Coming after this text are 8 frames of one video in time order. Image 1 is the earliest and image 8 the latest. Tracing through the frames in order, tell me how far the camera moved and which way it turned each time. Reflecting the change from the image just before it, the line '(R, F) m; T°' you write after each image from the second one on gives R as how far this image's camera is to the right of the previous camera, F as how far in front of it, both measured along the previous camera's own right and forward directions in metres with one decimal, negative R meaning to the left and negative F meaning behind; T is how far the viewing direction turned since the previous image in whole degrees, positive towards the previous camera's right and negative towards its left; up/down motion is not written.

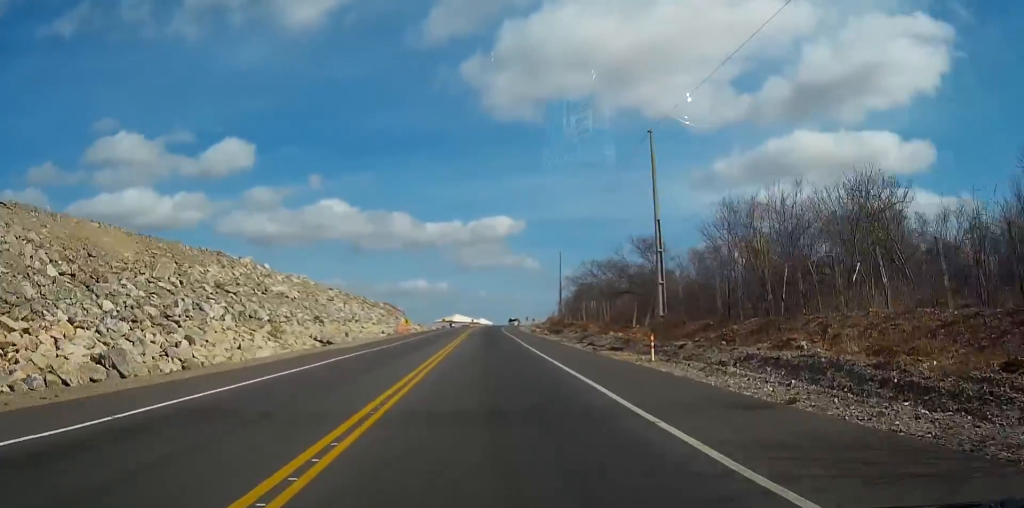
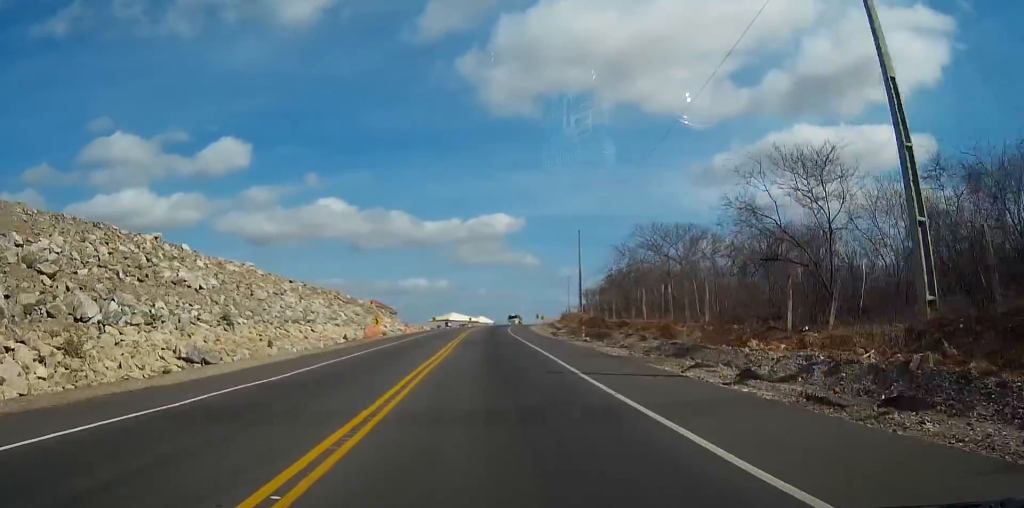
(0.0, +22.5) m; 0°
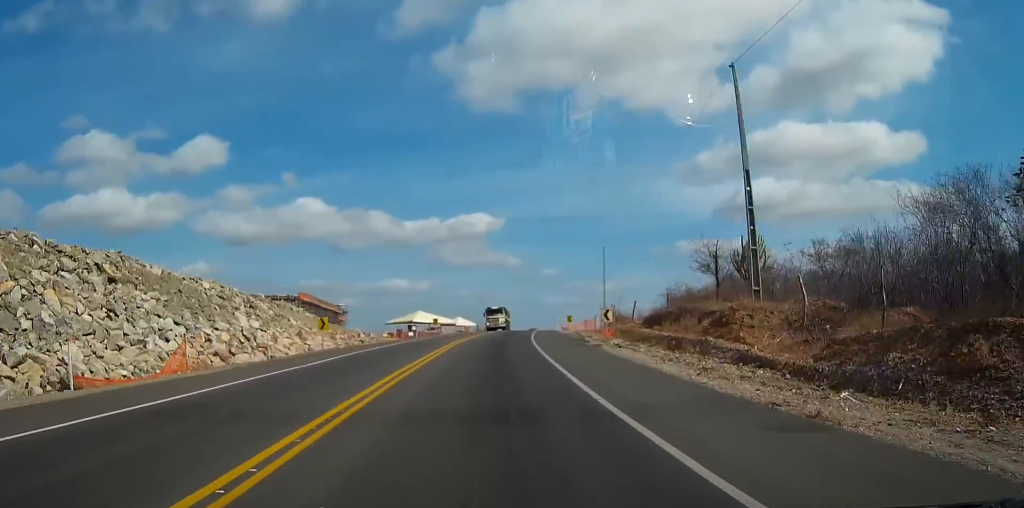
(+0.1, +59.3) m; +1°
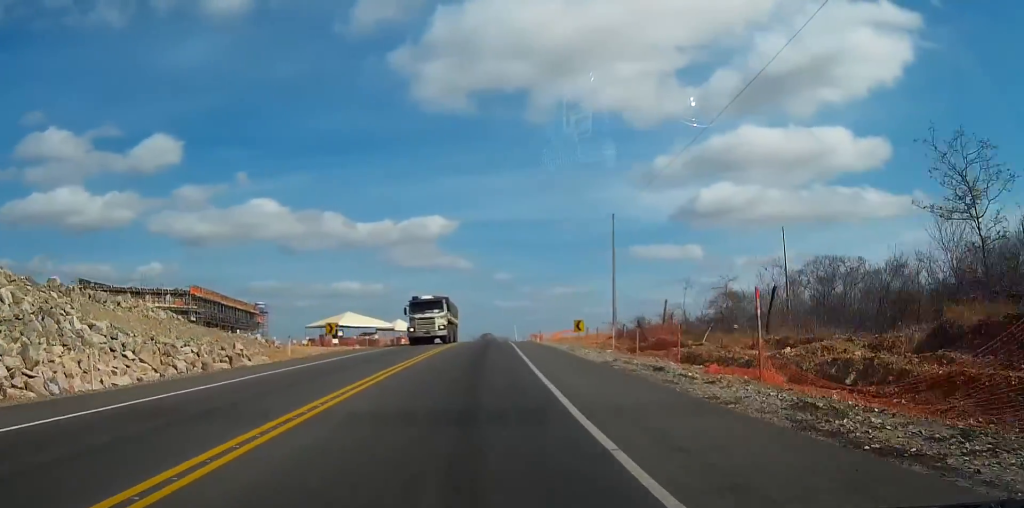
(+0.7, +31.7) m; +3°
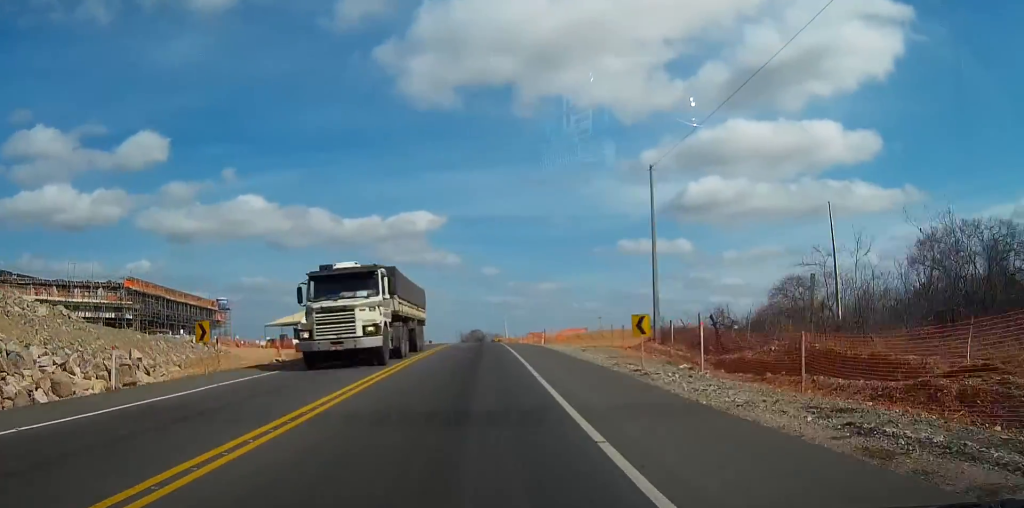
(+0.2, +16.5) m; +1°
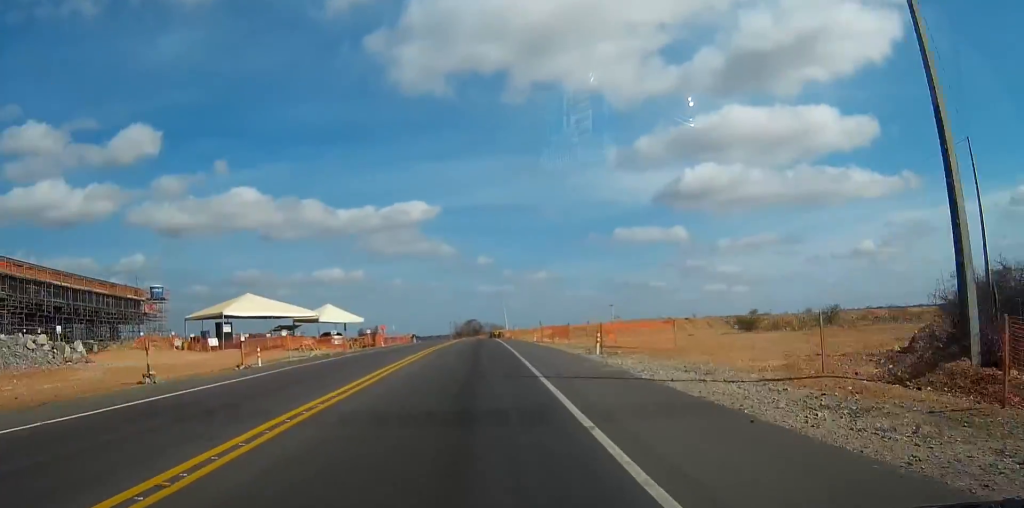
(+0.4, +27.1) m; +1°
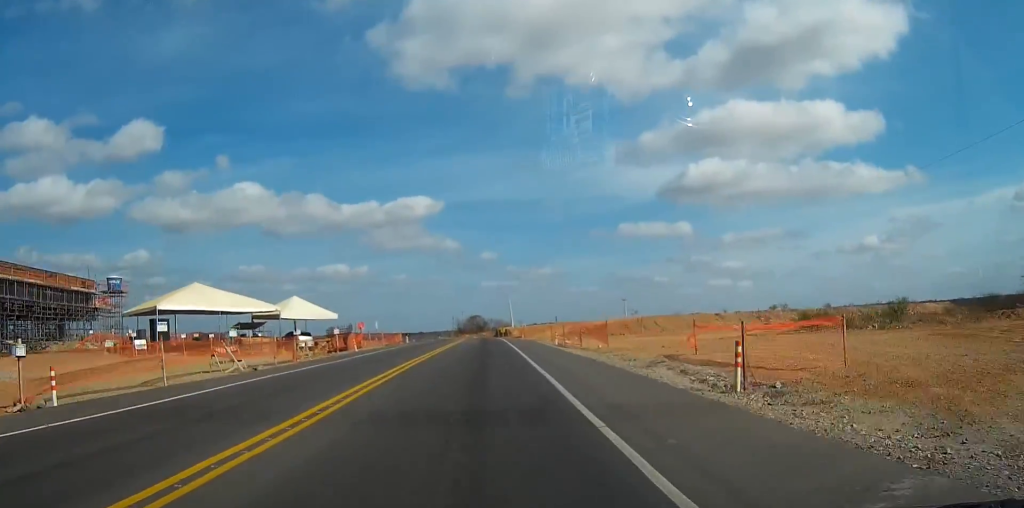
(0.0, +14.8) m; 0°
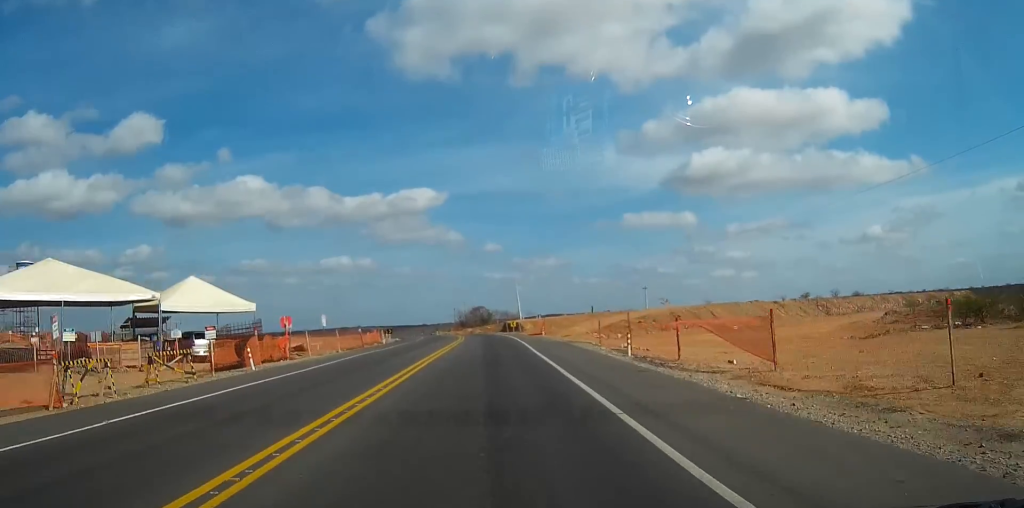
(0.0, +22.2) m; 0°
